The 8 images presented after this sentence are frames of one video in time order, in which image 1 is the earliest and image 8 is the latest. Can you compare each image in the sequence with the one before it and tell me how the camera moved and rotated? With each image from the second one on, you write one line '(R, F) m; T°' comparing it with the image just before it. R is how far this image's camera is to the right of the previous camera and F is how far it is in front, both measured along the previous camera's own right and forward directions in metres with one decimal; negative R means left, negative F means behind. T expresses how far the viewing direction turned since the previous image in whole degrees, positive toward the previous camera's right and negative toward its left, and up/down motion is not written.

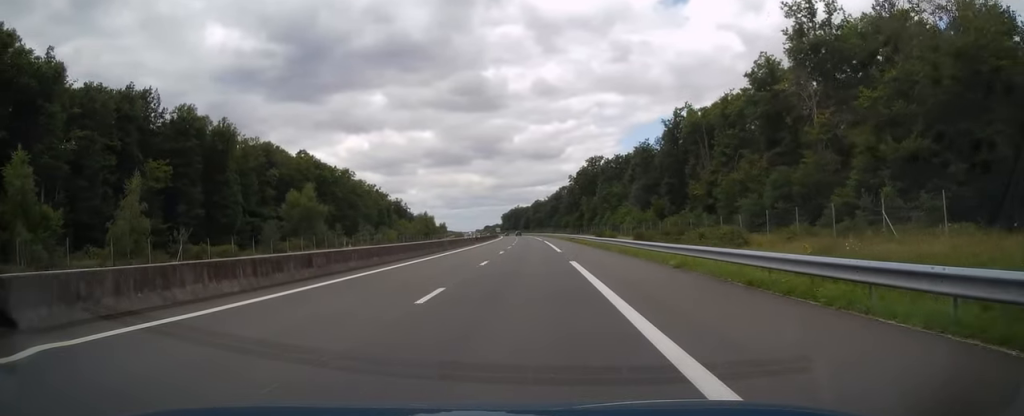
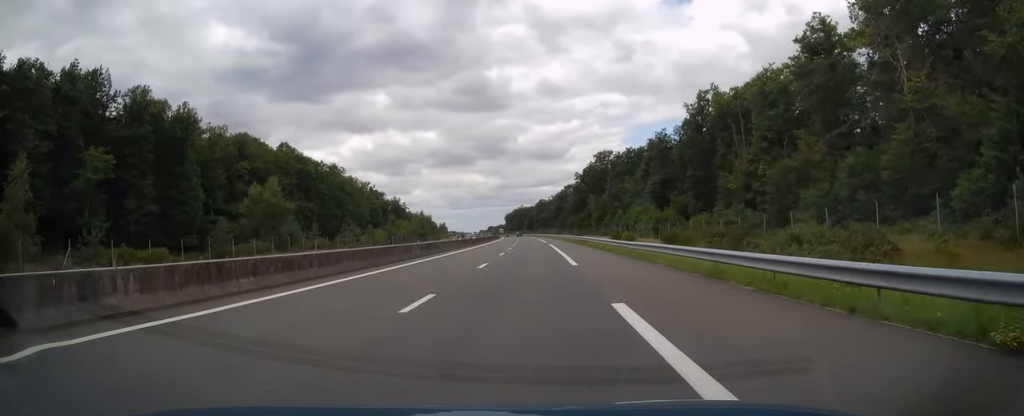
(+0.1, +14.2) m; 0°
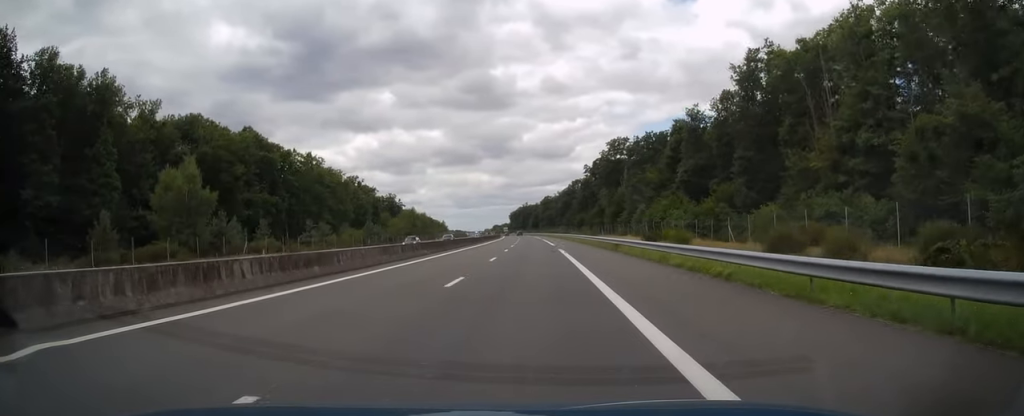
(-0.2, +21.6) m; -1°
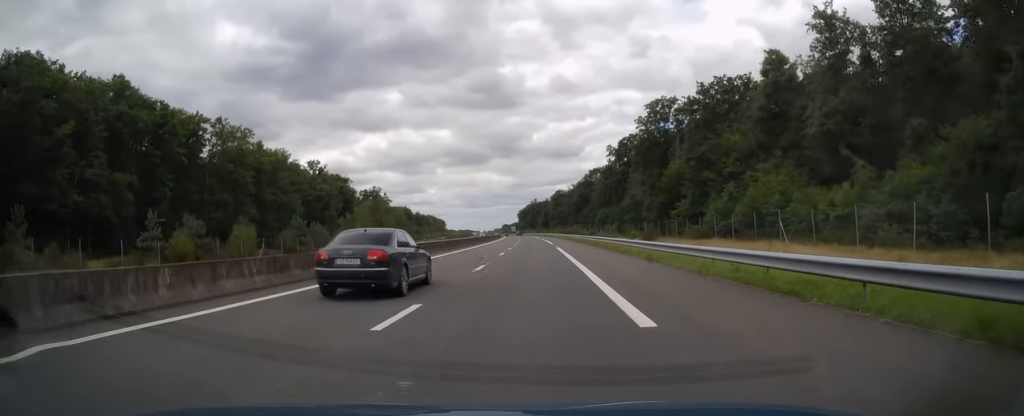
(-0.4, +45.6) m; -1°
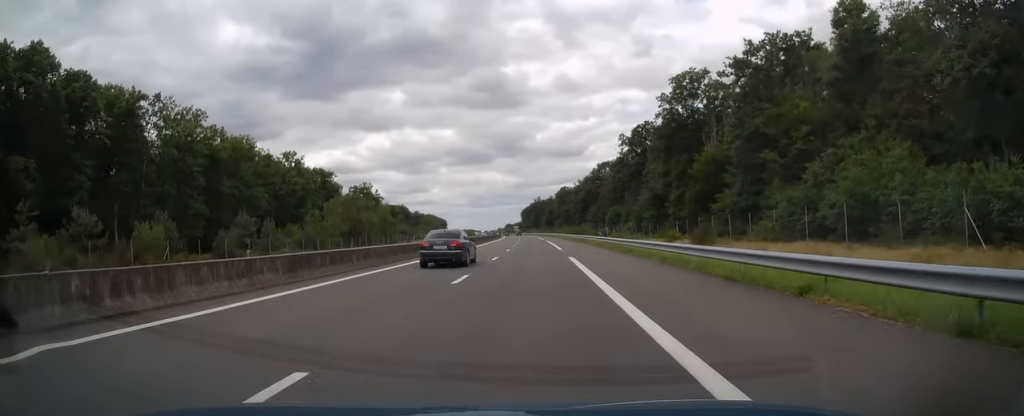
(-0.3, +18.6) m; -1°
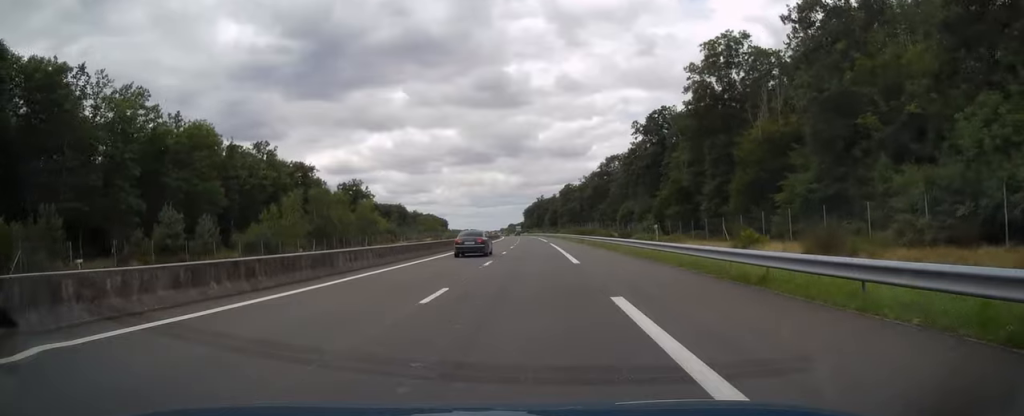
(-0.1, +17.1) m; 0°
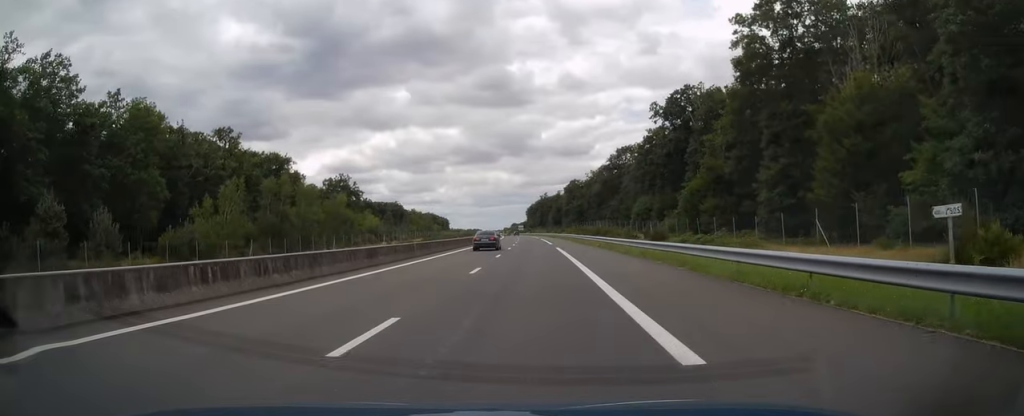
(0.0, +18.1) m; 0°
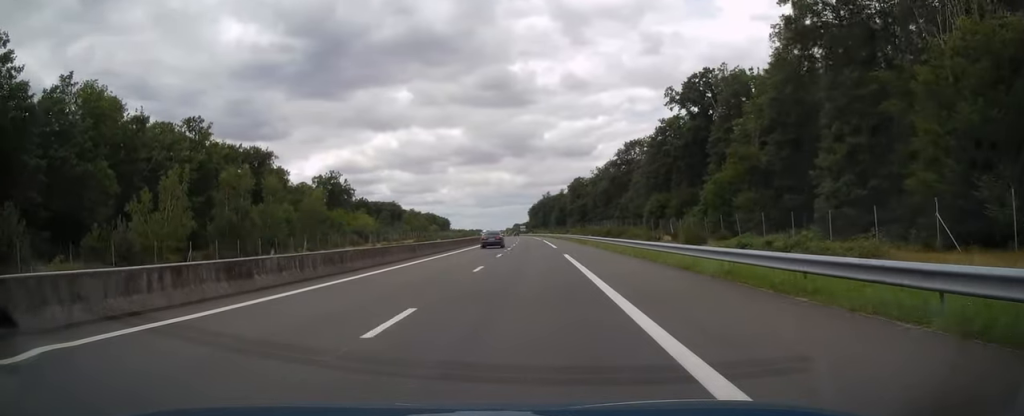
(0.0, +11.7) m; 0°
